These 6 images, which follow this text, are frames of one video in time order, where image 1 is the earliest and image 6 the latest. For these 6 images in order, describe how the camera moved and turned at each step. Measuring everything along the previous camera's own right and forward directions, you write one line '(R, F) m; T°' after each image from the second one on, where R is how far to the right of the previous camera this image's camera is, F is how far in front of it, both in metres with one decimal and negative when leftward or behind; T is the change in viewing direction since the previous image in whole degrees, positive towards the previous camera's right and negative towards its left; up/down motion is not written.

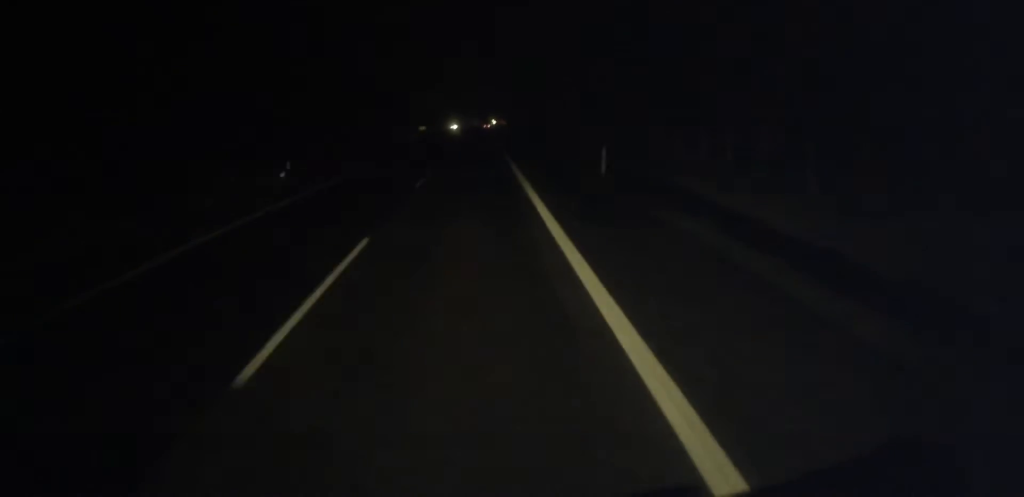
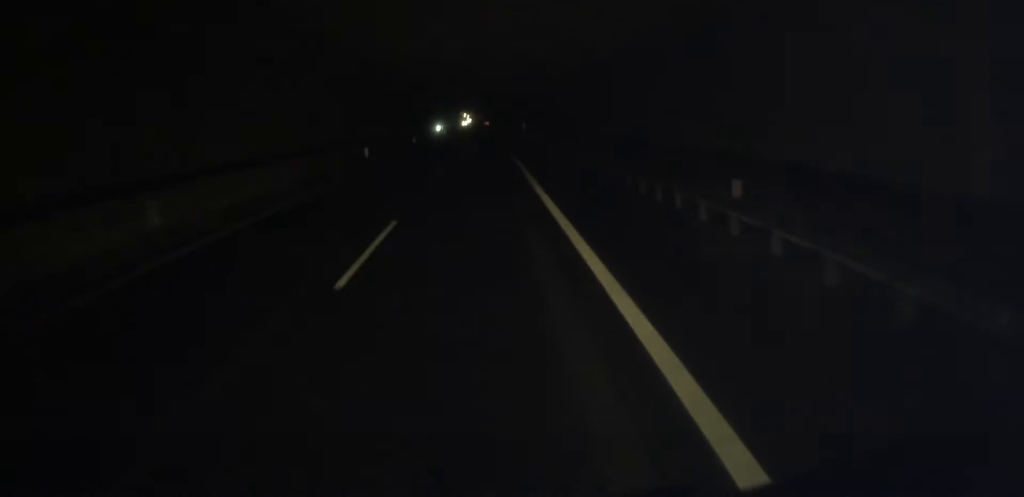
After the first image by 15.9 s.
(+9.8, +372.2) m; +3°
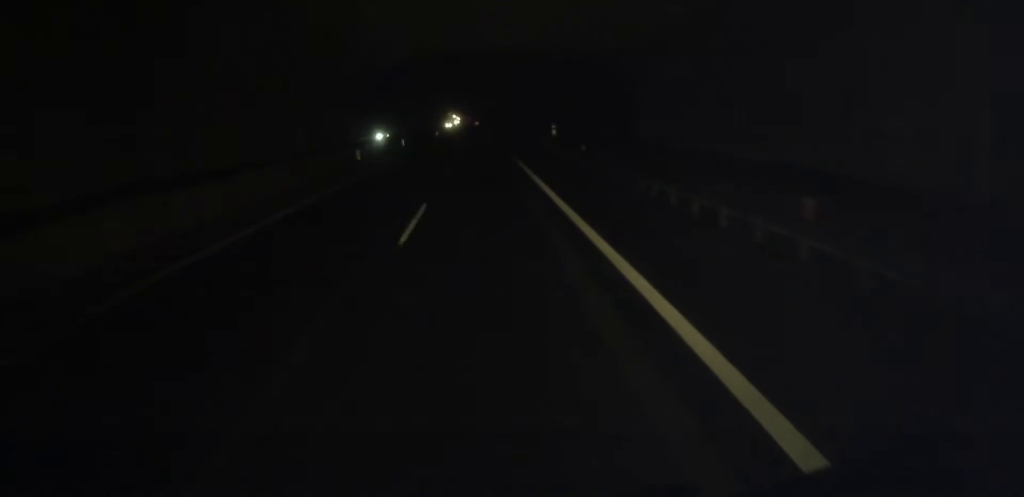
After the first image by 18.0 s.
(+0.4, +48.4) m; 0°
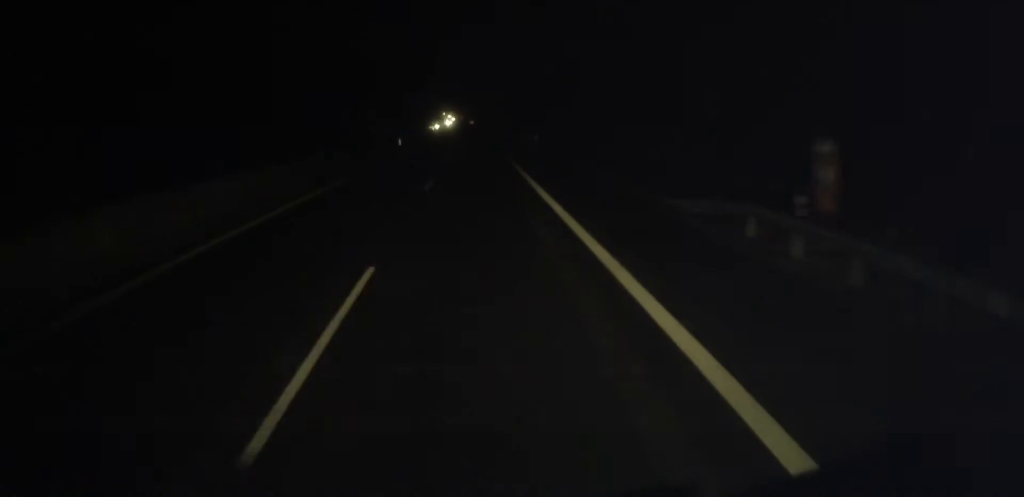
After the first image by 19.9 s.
(+0.5, +42.4) m; 0°
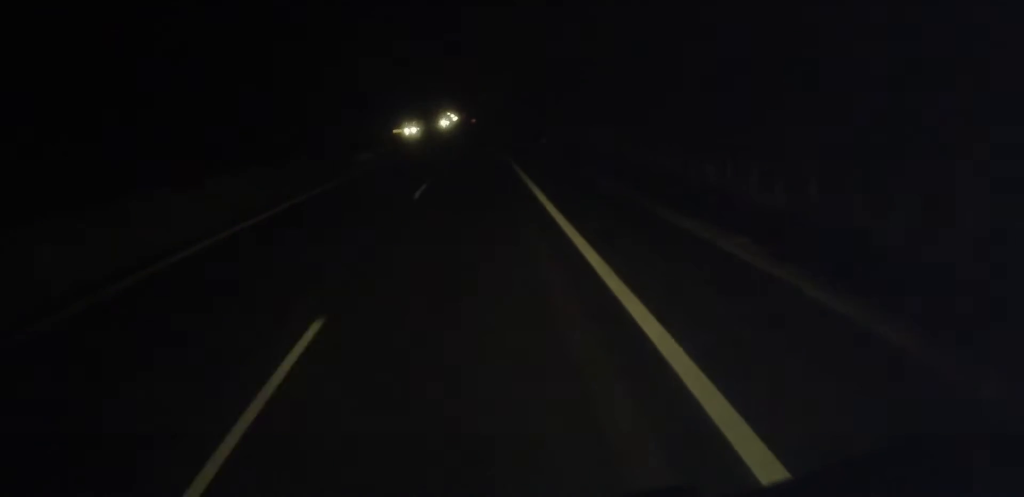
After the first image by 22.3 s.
(-0.4, +55.3) m; 0°
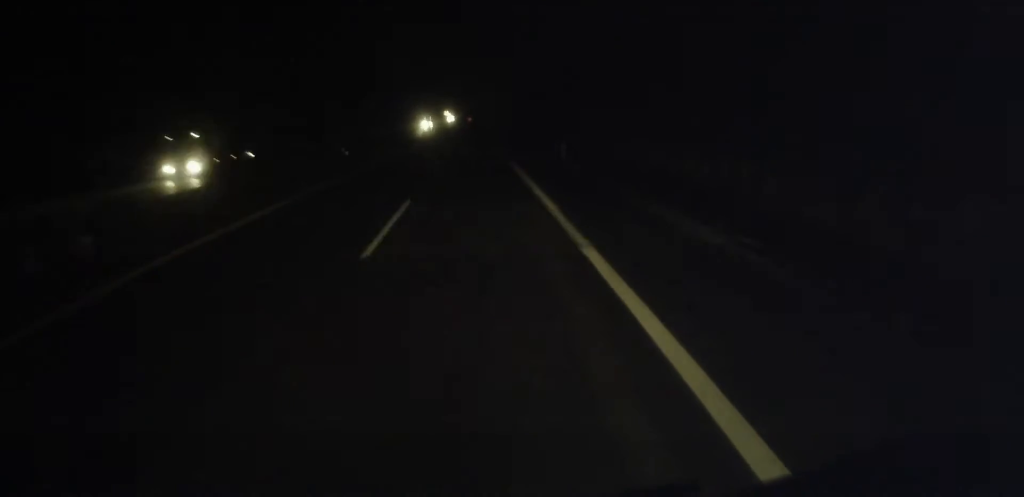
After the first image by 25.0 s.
(-0.4, +62.1) m; 0°
